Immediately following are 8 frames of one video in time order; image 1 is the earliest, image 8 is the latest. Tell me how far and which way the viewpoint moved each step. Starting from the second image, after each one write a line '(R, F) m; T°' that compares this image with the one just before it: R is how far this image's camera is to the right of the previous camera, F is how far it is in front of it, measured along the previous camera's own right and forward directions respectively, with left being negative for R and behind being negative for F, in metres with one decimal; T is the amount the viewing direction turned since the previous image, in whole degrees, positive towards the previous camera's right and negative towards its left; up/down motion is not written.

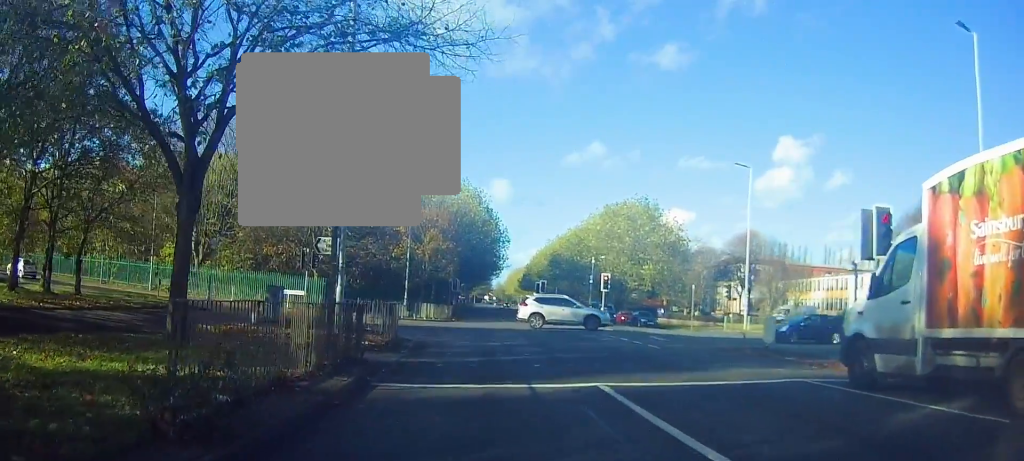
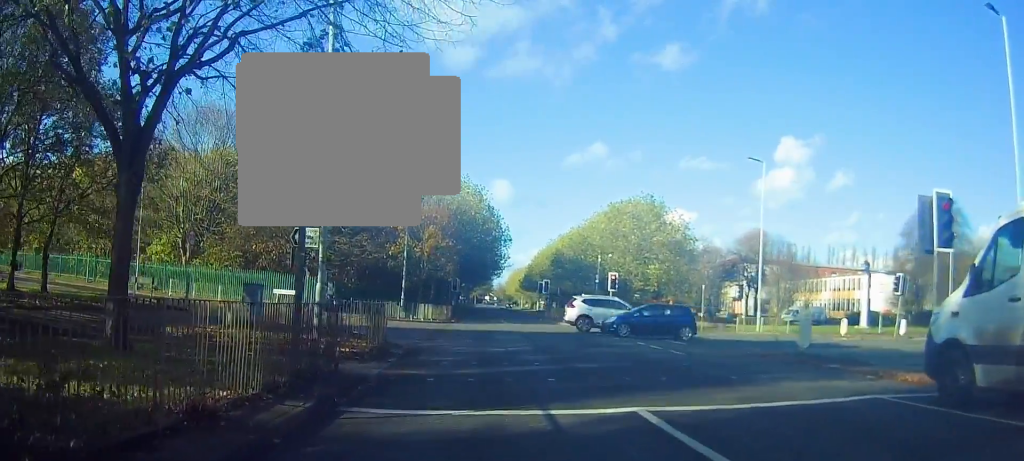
(-0.1, +2.1) m; -2°
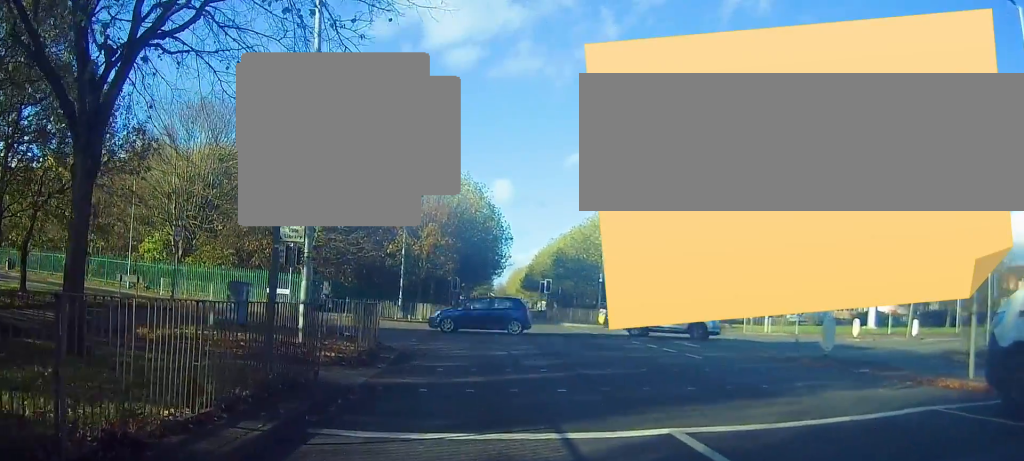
(0.0, +1.2) m; 0°
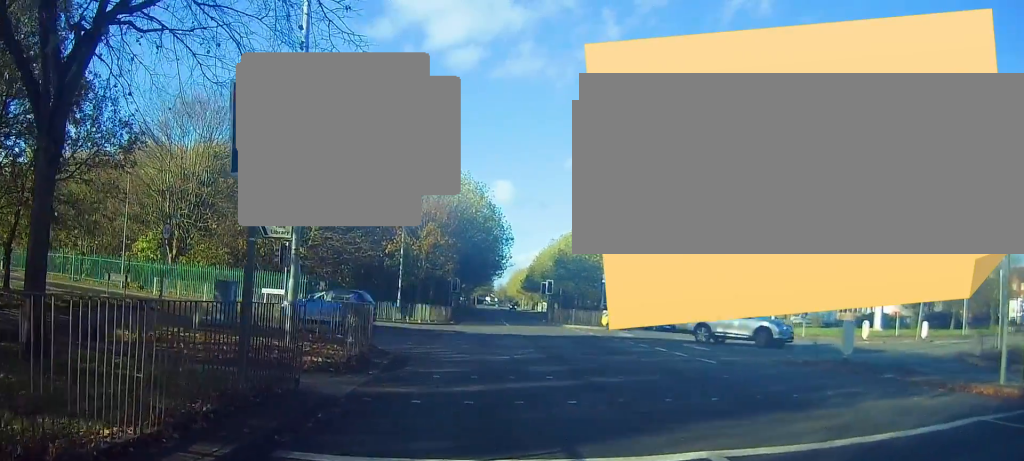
(0.0, +0.9) m; 0°
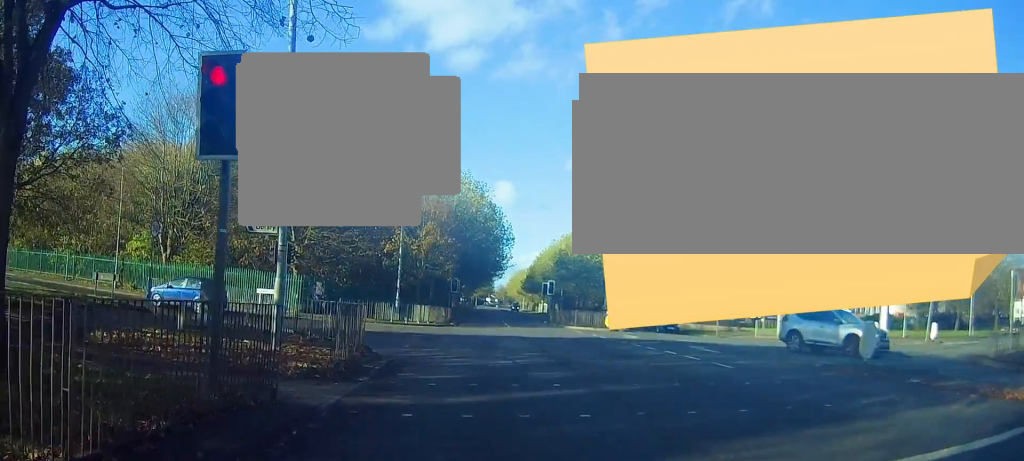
(-0.2, +0.5) m; 0°
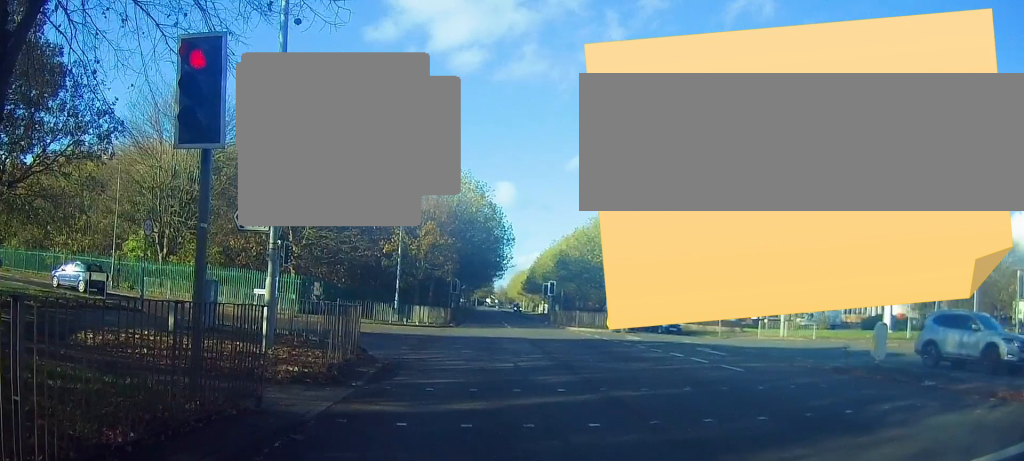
(-0.2, +0.2) m; 0°
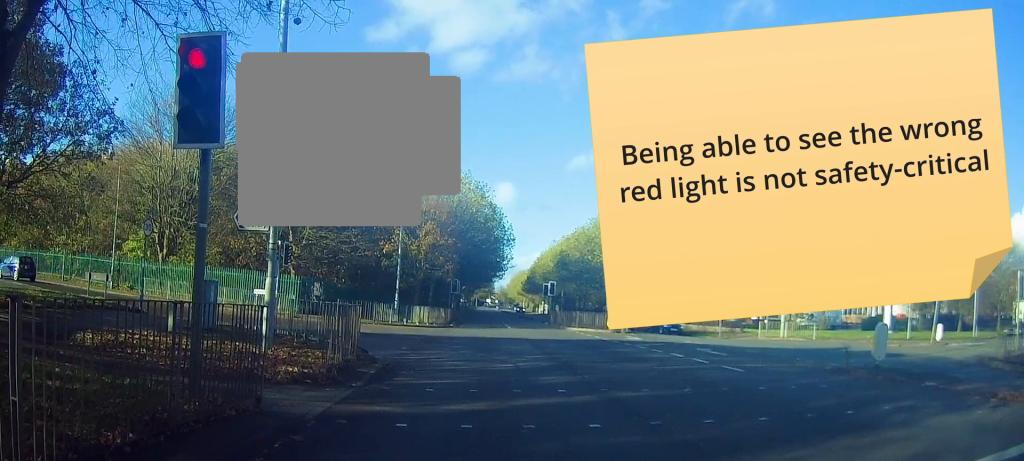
(-0.1, 0.0) m; 0°
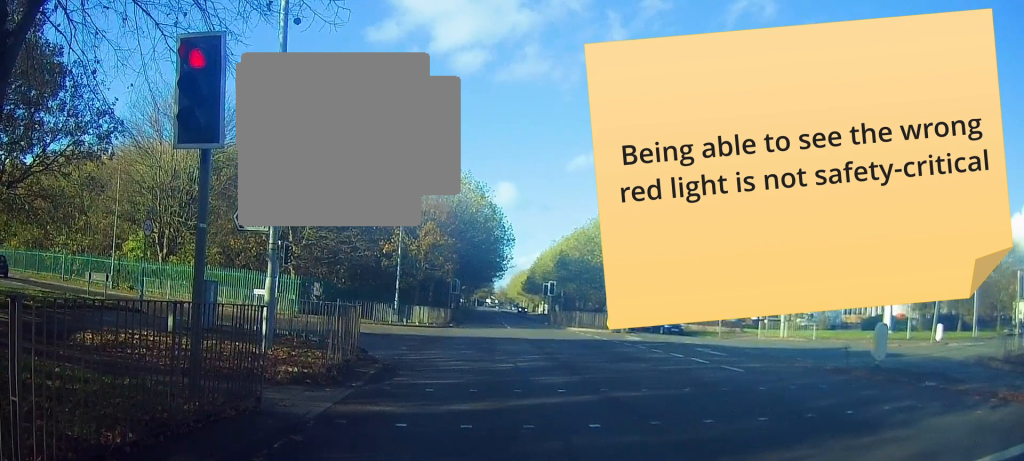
(0.0, 0.0) m; 0°
